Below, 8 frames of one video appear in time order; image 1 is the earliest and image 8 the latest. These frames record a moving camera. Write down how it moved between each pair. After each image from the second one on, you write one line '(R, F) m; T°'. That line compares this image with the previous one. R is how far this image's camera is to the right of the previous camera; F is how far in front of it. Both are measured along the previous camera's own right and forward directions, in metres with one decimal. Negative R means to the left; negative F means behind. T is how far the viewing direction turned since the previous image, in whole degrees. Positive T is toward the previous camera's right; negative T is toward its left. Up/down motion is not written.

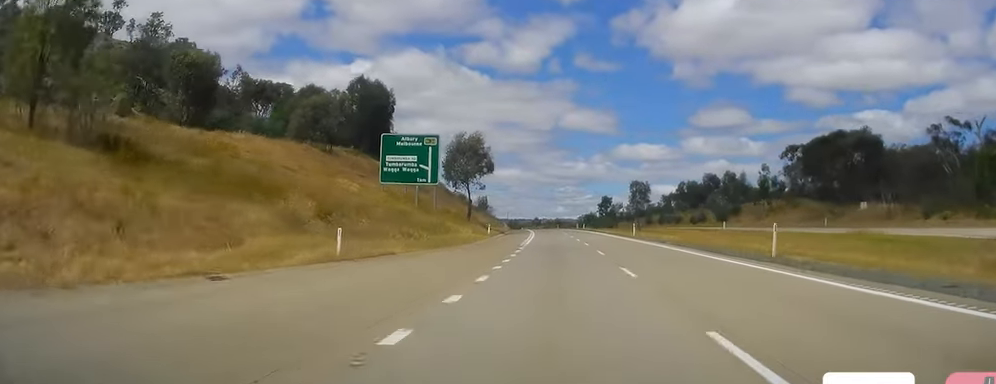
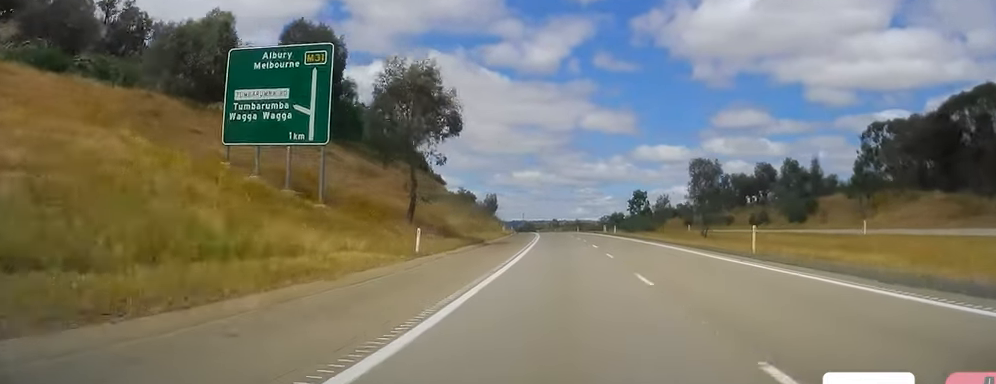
(-0.2, +37.8) m; -1°
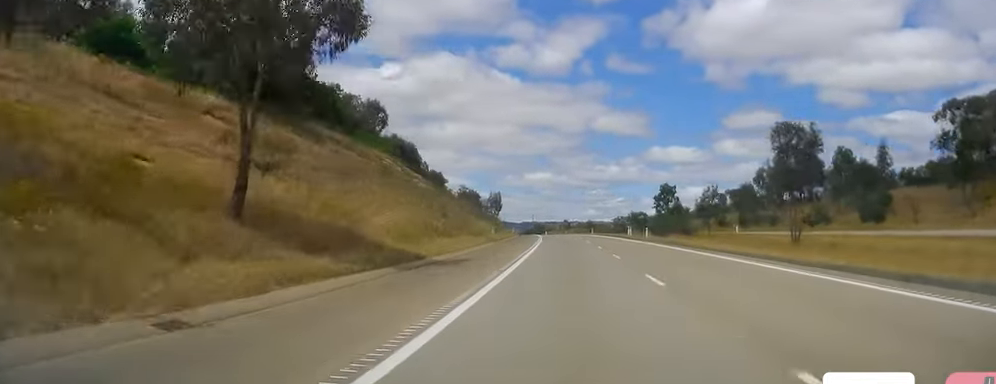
(-0.5, +24.6) m; -1°
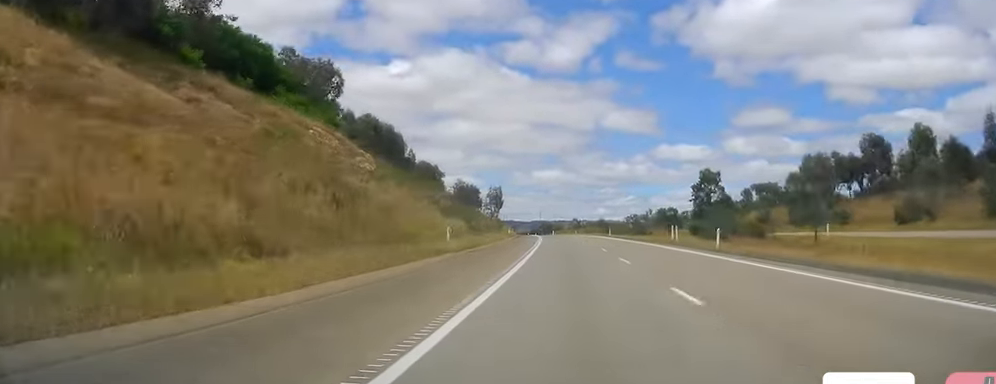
(-0.1, +27.4) m; -1°
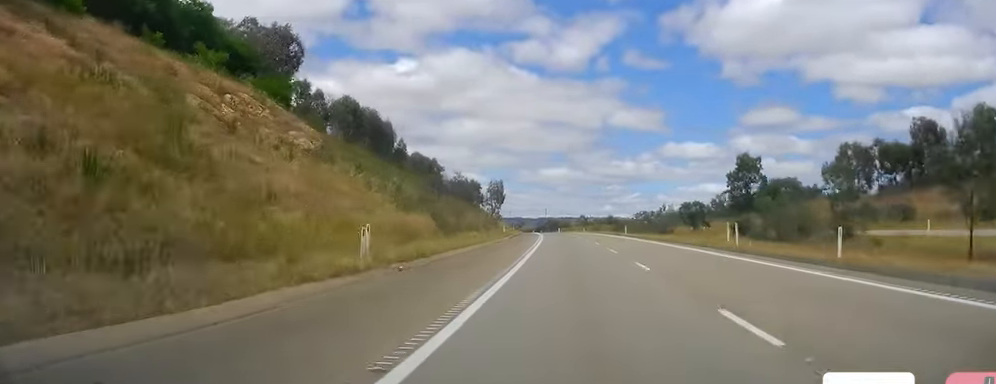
(-0.2, +16.0) m; -1°
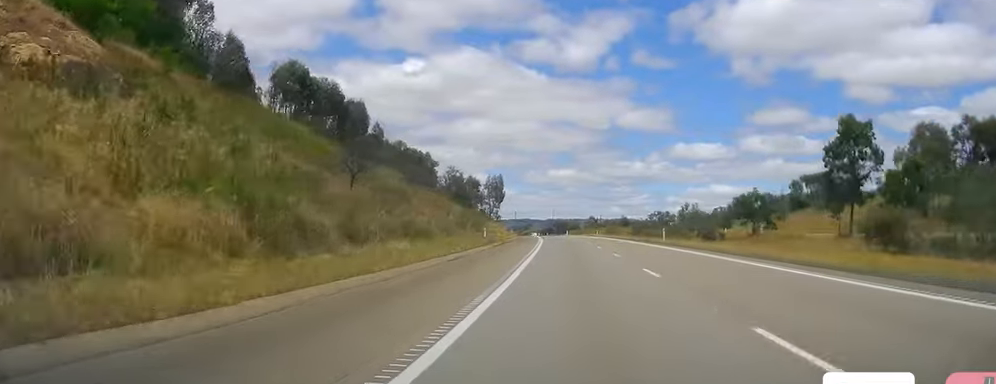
(-0.4, +25.6) m; 0°
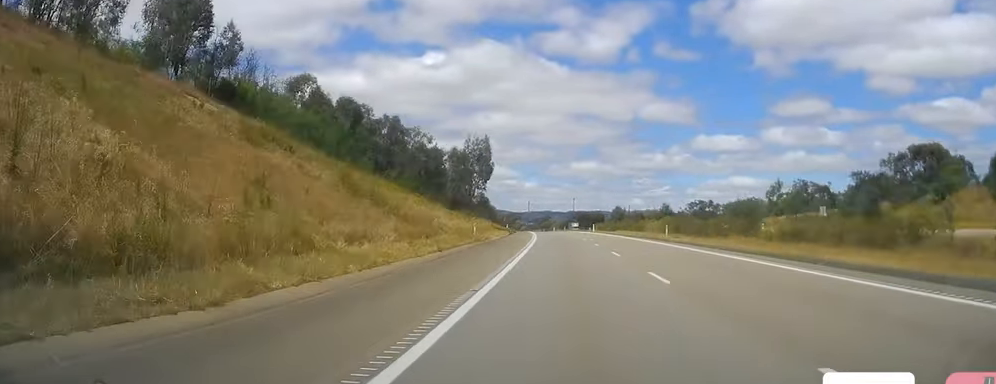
(-0.2, +62.8) m; -1°
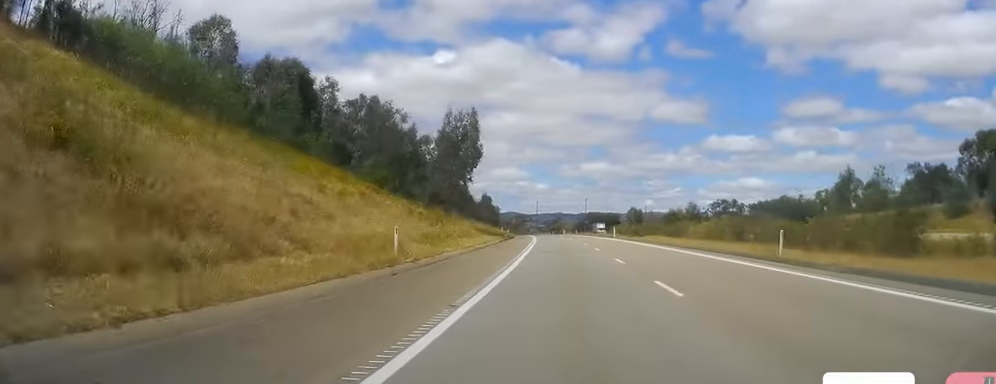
(-0.2, +25.9) m; -1°
